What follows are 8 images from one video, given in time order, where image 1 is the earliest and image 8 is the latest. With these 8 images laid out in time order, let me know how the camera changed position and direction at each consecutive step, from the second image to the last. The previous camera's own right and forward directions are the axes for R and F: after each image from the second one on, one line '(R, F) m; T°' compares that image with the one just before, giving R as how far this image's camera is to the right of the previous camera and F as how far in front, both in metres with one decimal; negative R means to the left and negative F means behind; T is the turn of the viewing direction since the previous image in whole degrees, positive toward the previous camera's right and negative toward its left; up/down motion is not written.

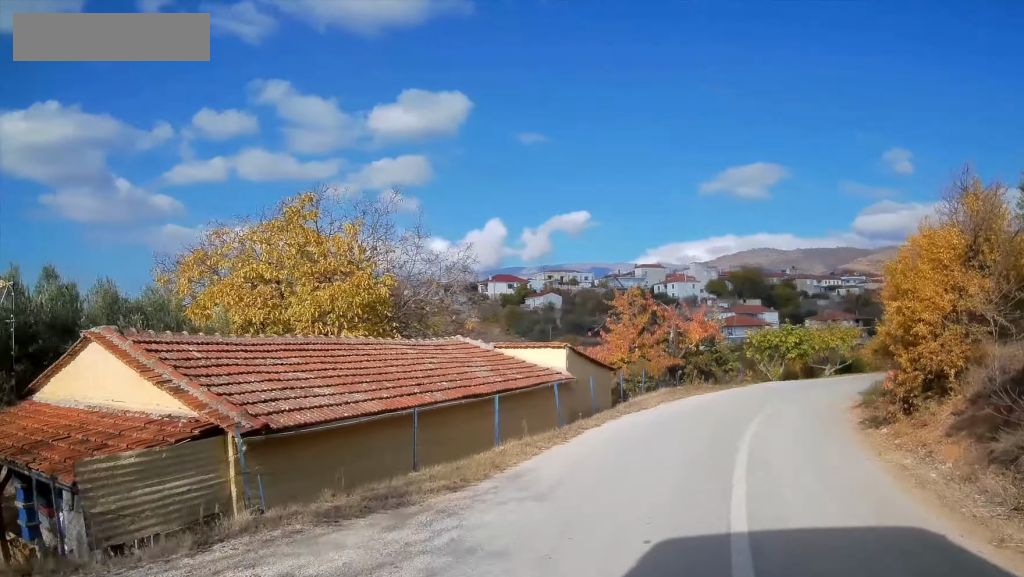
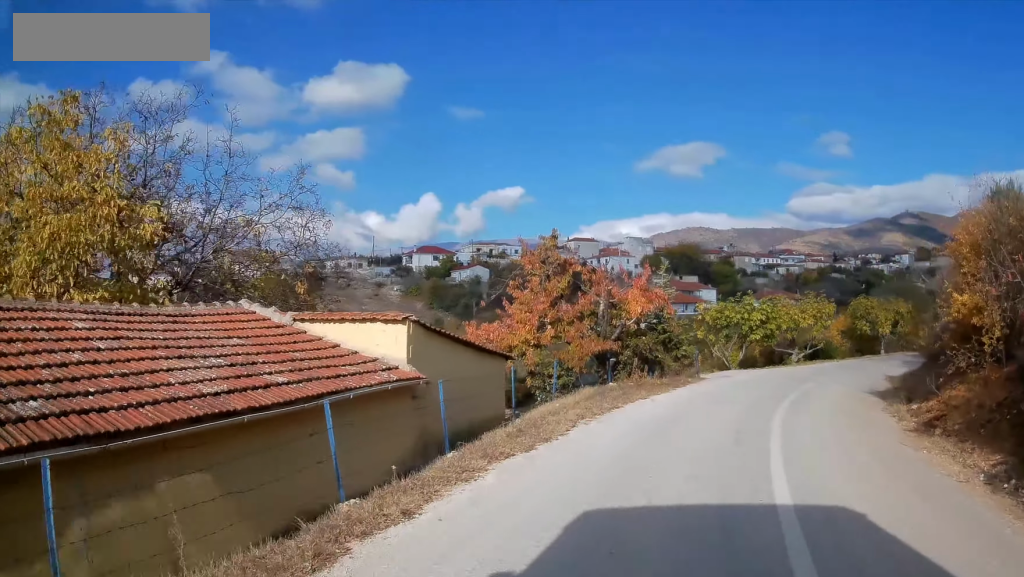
(0.0, +8.5) m; 0°
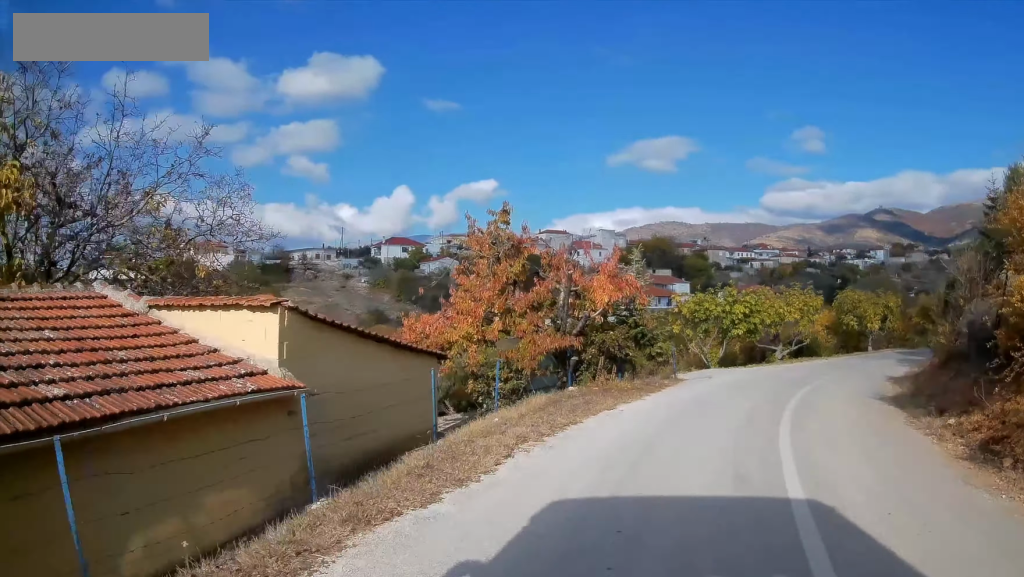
(0.0, +3.0) m; 0°
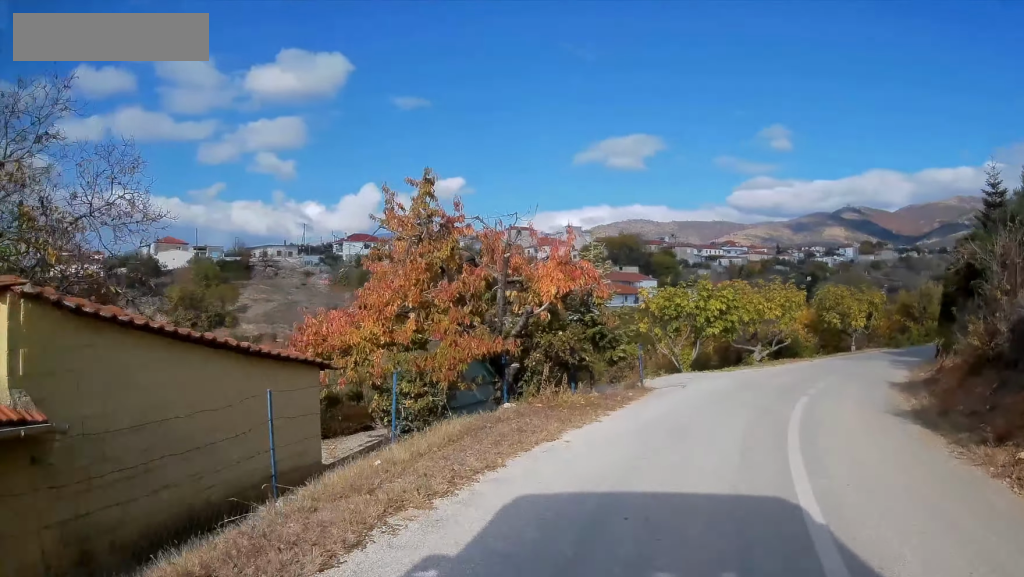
(0.0, +3.3) m; 0°
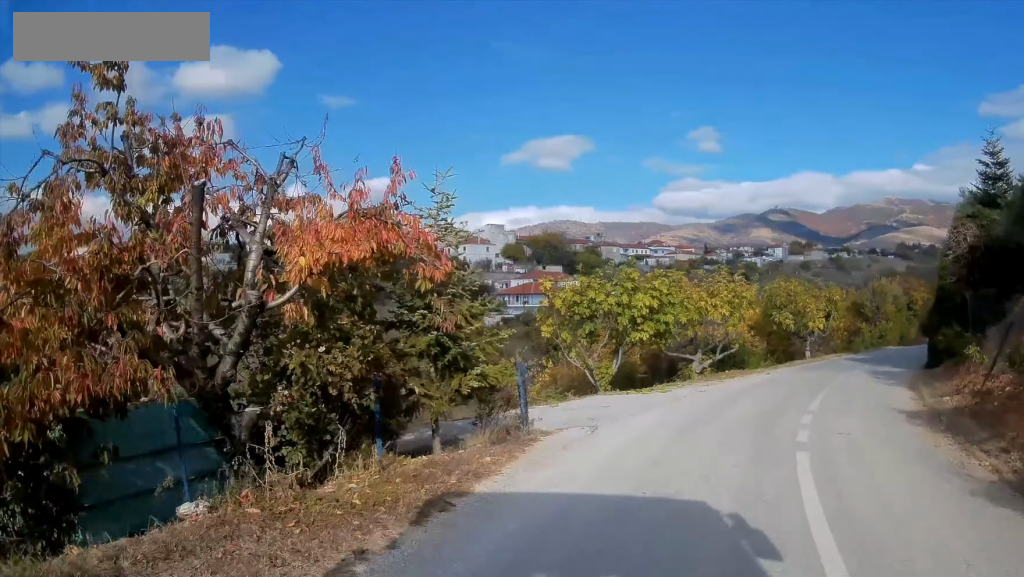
(0.0, +6.4) m; +5°
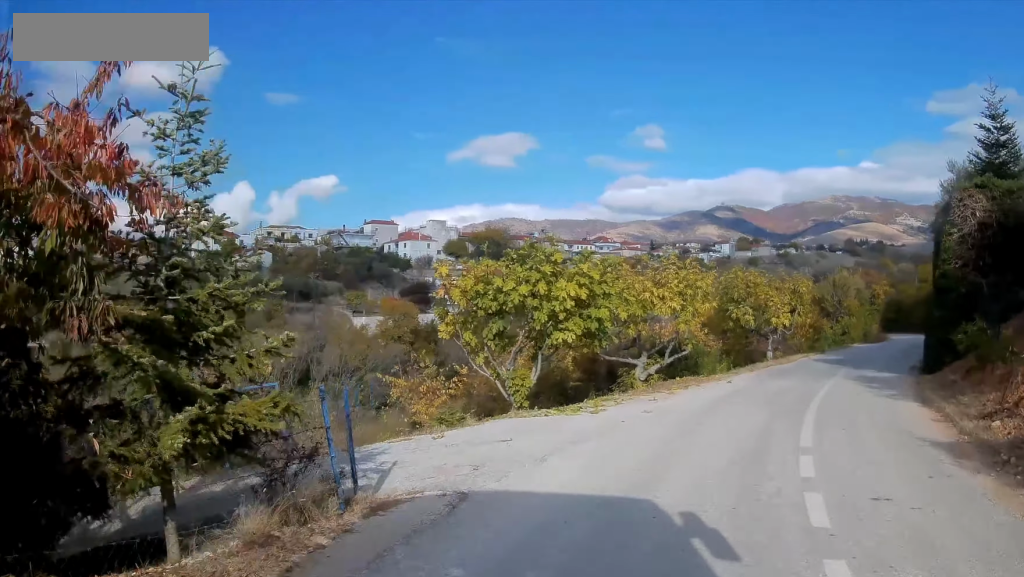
(-0.2, +4.3) m; +12°
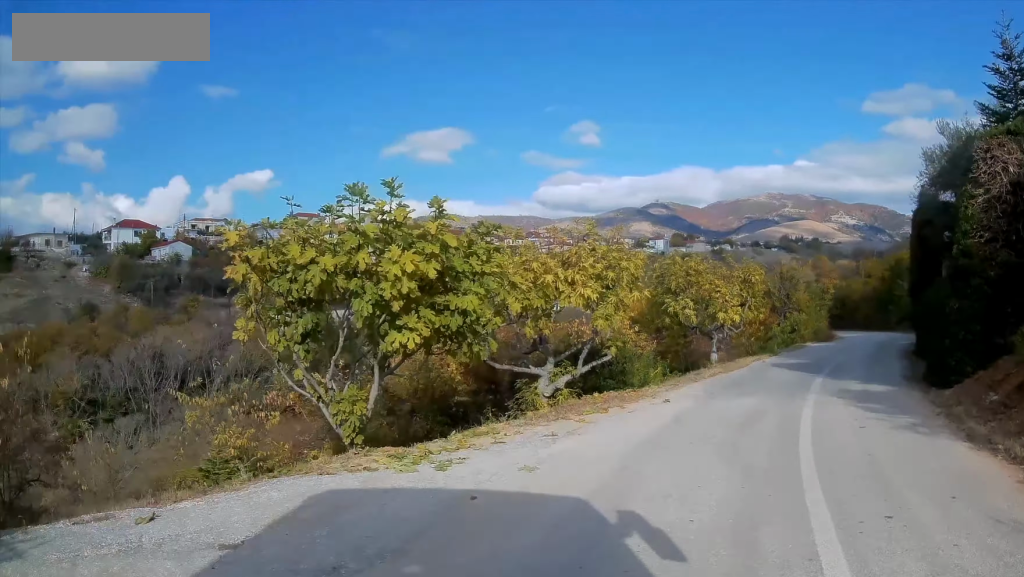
(+1.1, +4.7) m; +15°
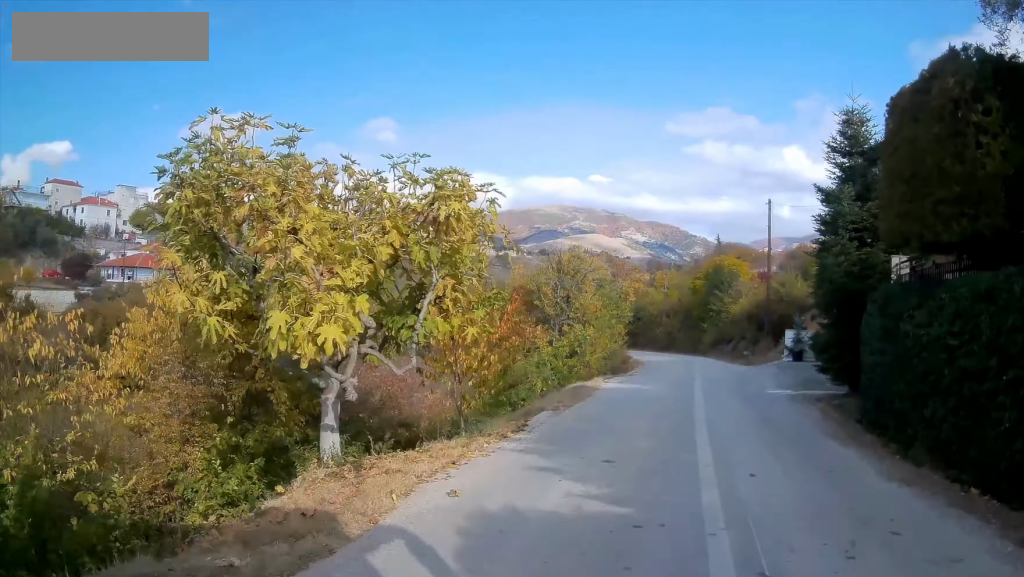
(+3.9, +15.1) m; +23°
